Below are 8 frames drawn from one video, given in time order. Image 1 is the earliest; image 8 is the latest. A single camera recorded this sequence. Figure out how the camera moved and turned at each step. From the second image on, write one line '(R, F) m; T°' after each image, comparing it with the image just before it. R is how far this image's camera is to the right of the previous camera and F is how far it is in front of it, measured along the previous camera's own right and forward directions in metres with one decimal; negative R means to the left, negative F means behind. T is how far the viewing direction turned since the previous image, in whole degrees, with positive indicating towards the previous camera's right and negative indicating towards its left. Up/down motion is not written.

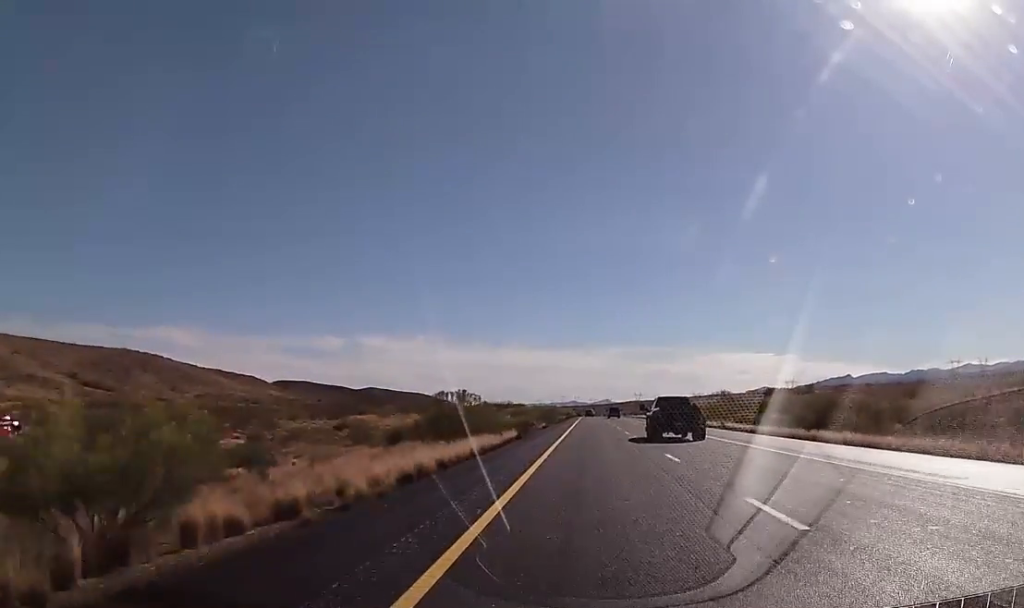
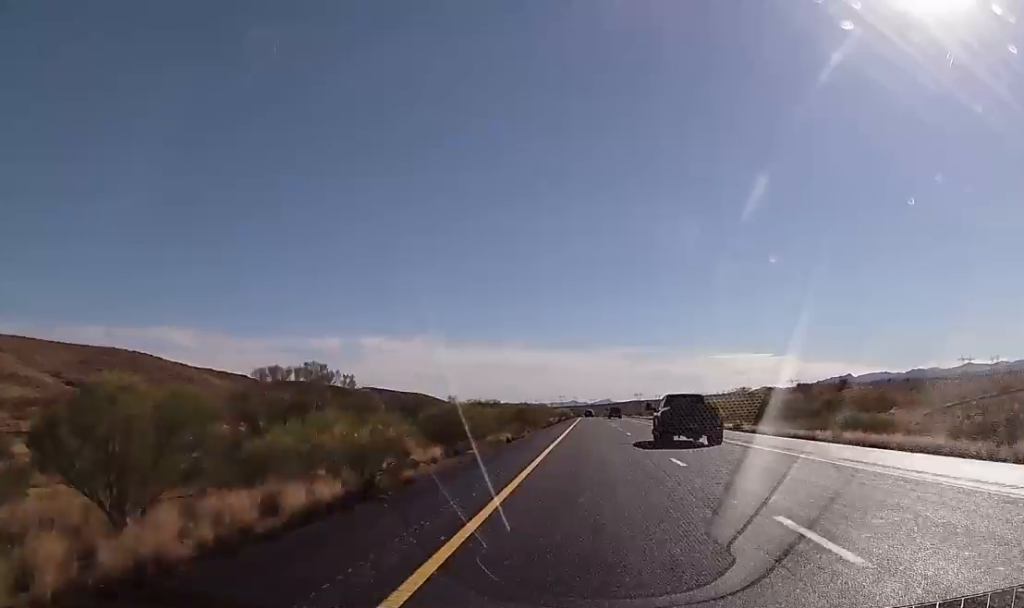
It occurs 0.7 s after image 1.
(-0.1, +26.5) m; 0°
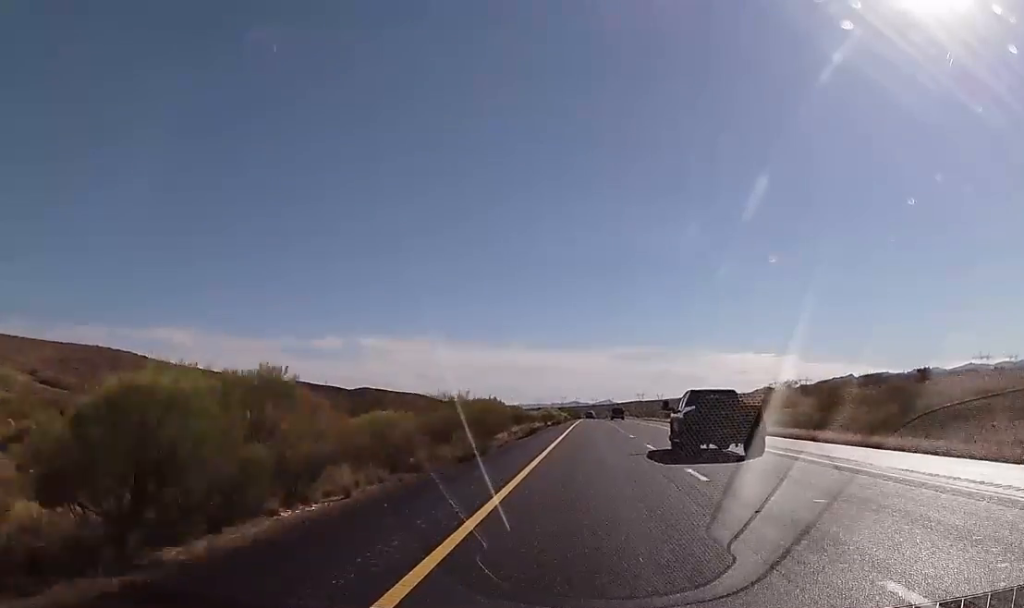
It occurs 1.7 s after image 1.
(+0.3, +39.2) m; 0°
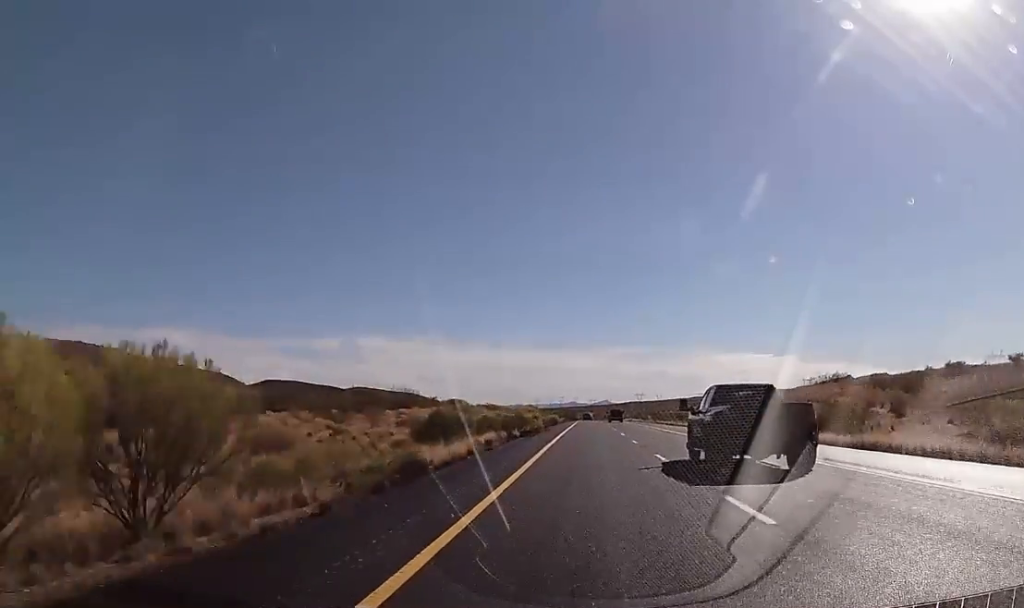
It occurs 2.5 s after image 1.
(0.0, +30.4) m; -1°
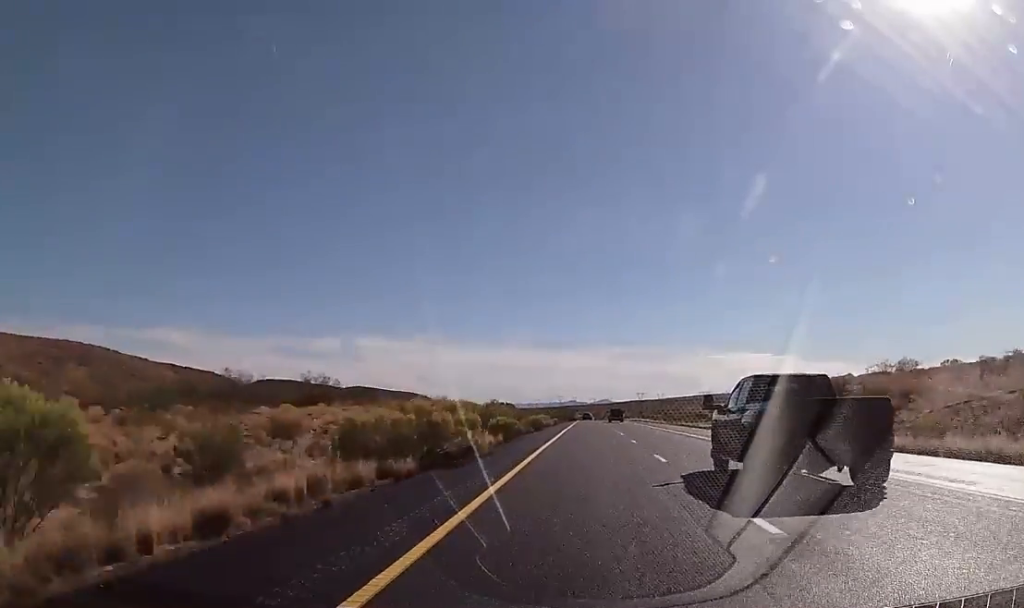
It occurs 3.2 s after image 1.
(-0.3, +25.3) m; 0°
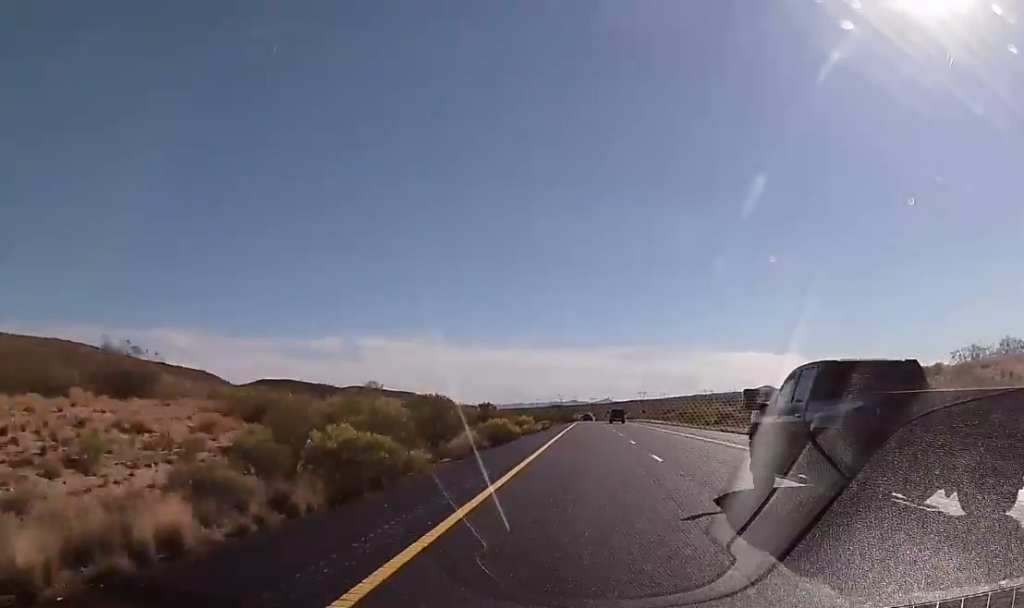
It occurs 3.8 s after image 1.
(+0.1, +24.0) m; 0°
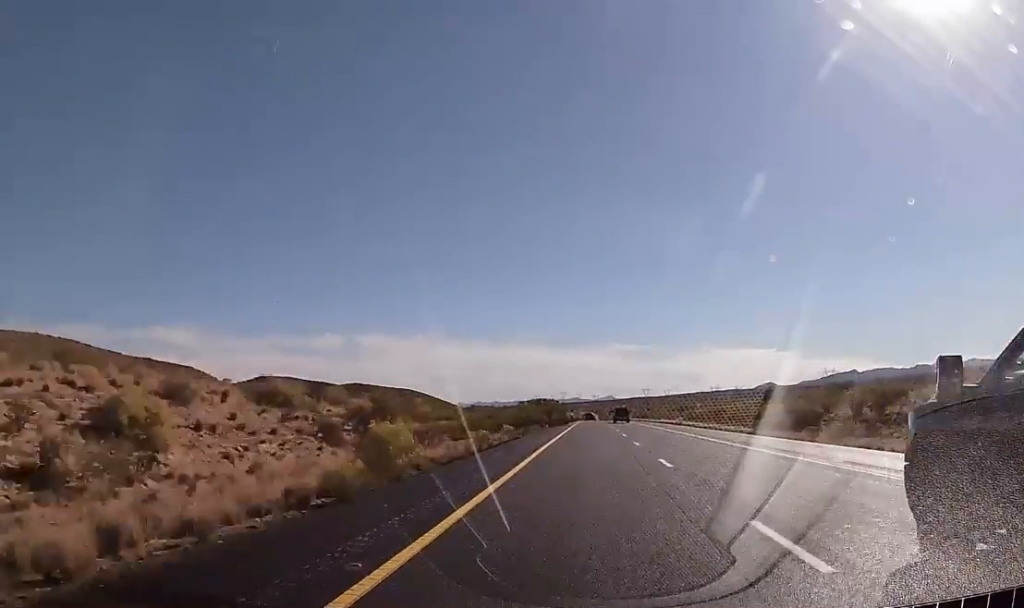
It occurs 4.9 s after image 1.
(+0.2, +39.2) m; 0°
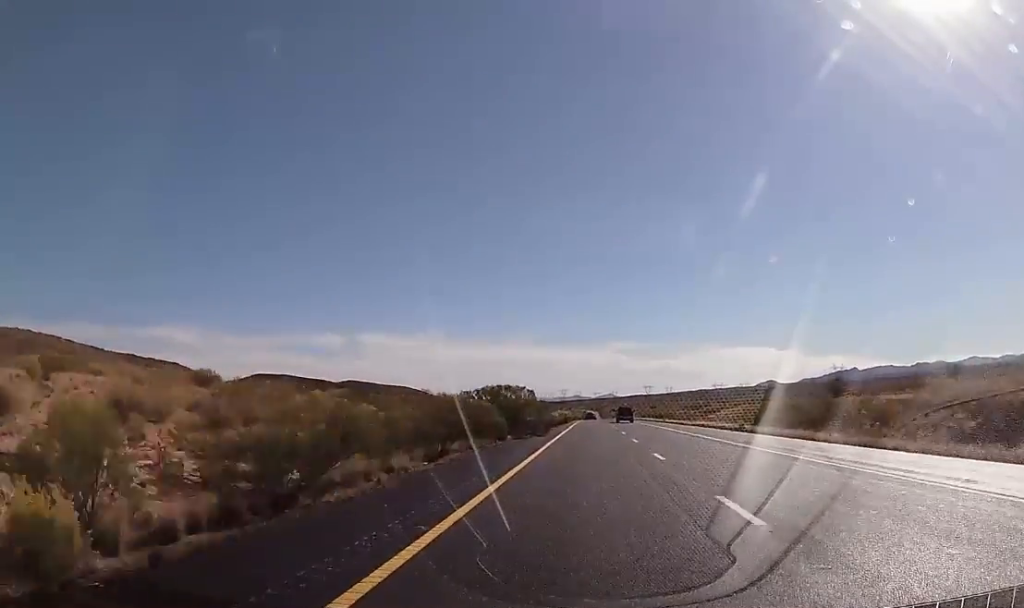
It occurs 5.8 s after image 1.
(-0.1, +34.1) m; 0°
